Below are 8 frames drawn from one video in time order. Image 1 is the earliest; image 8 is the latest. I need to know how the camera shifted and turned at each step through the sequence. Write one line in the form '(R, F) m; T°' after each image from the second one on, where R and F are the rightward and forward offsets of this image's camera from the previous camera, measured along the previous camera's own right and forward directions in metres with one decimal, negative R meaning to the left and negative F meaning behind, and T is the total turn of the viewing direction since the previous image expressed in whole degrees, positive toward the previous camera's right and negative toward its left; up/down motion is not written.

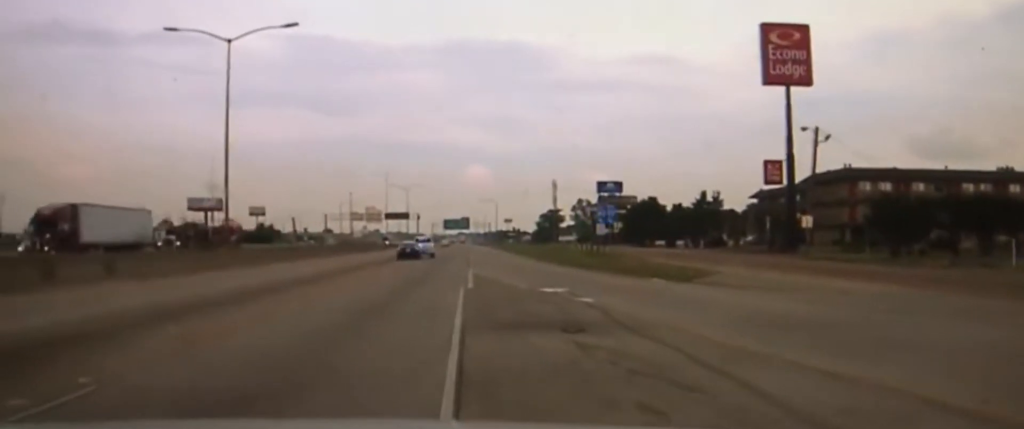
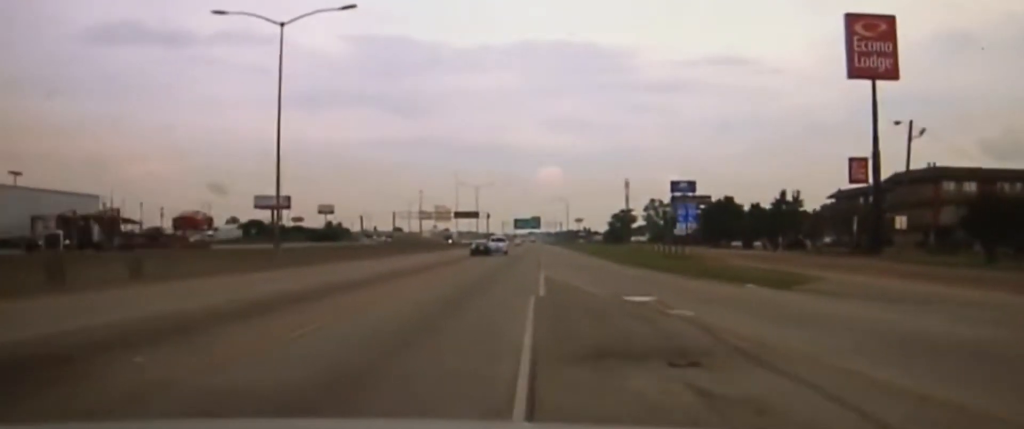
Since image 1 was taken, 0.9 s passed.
(0.0, +5.7) m; 0°
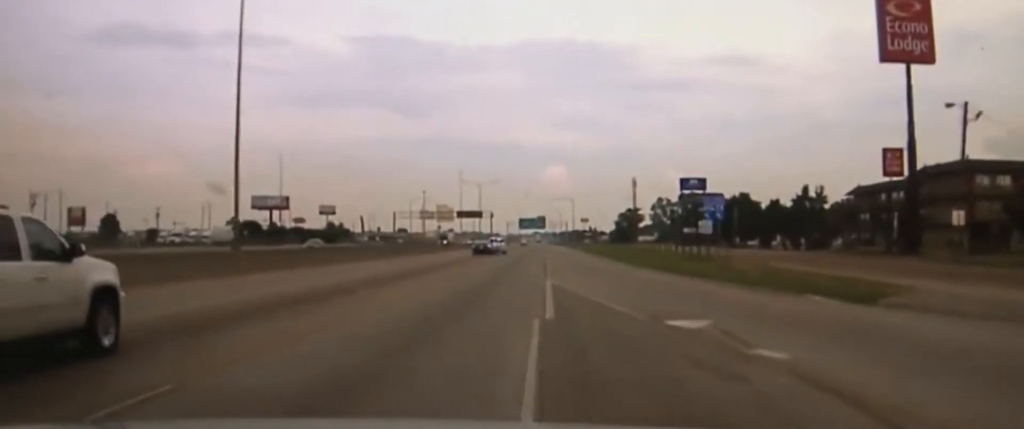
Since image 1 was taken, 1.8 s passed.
(0.0, +7.3) m; 0°
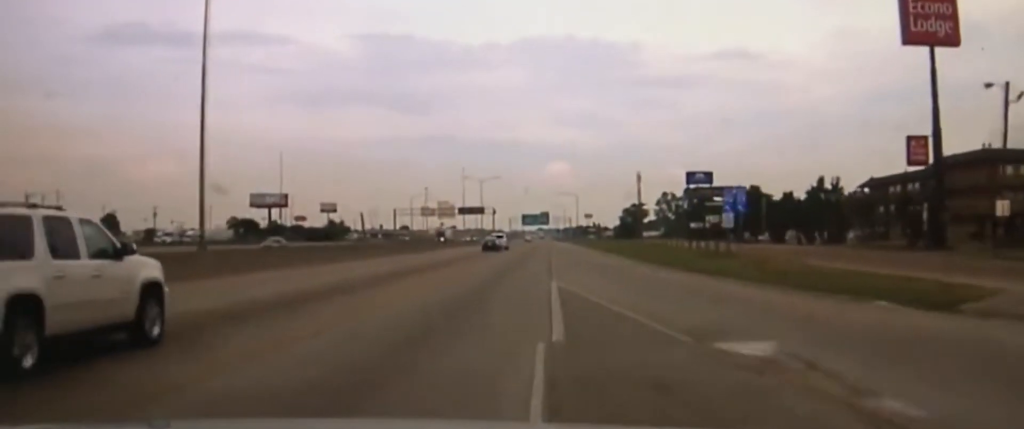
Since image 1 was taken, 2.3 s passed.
(0.0, +4.4) m; 0°
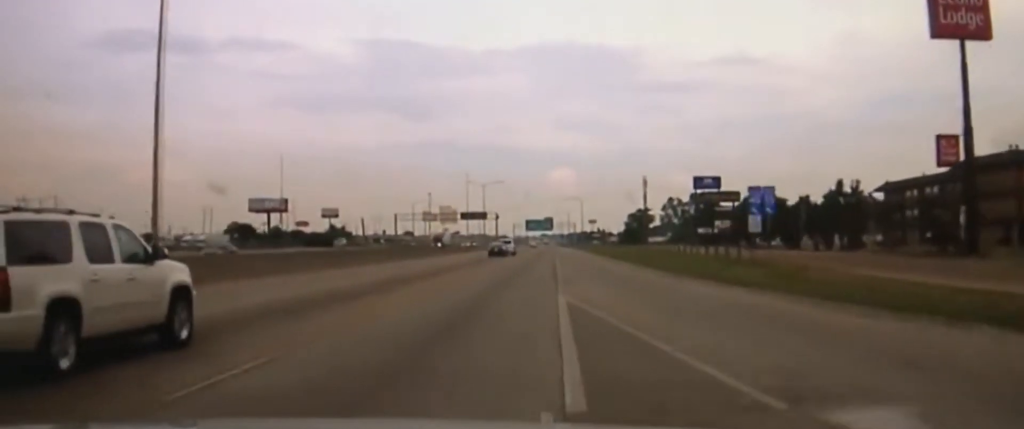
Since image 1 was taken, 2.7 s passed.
(0.0, +4.9) m; 0°
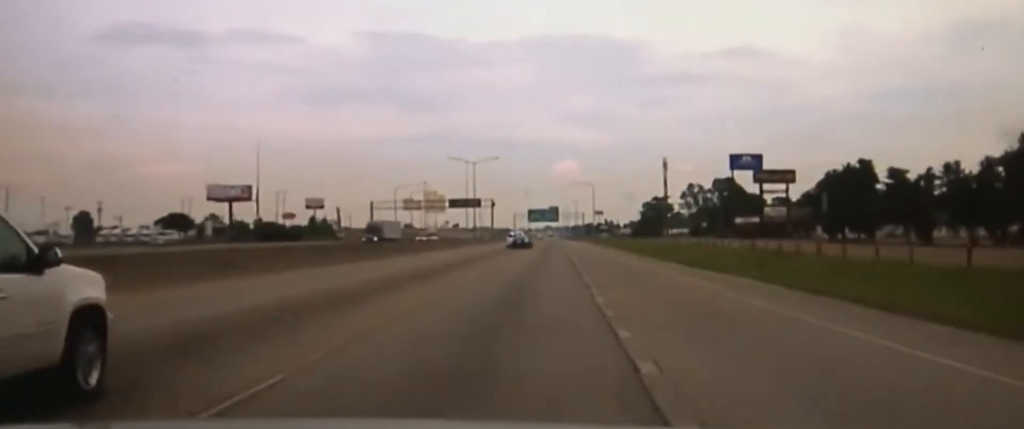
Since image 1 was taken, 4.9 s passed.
(-0.6, +35.2) m; -2°
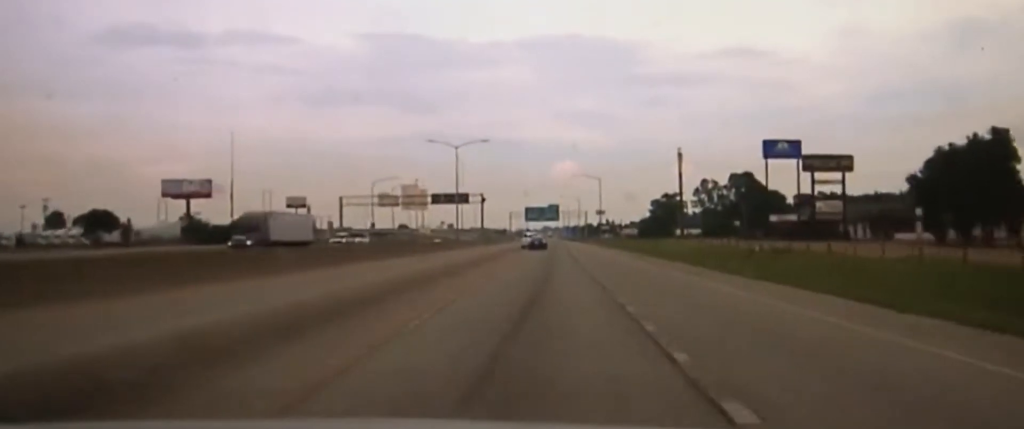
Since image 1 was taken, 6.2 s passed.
(-0.1, +28.7) m; 0°
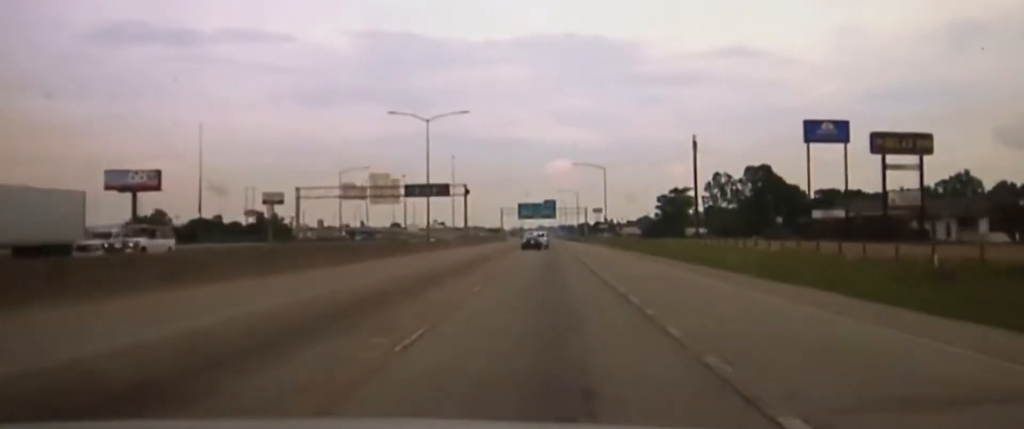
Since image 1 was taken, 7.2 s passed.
(0.0, +27.6) m; +1°
